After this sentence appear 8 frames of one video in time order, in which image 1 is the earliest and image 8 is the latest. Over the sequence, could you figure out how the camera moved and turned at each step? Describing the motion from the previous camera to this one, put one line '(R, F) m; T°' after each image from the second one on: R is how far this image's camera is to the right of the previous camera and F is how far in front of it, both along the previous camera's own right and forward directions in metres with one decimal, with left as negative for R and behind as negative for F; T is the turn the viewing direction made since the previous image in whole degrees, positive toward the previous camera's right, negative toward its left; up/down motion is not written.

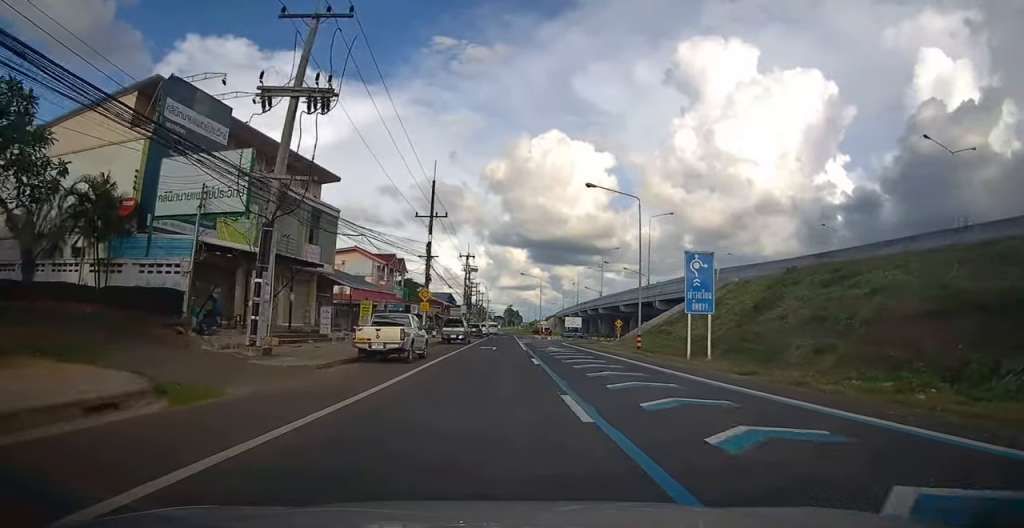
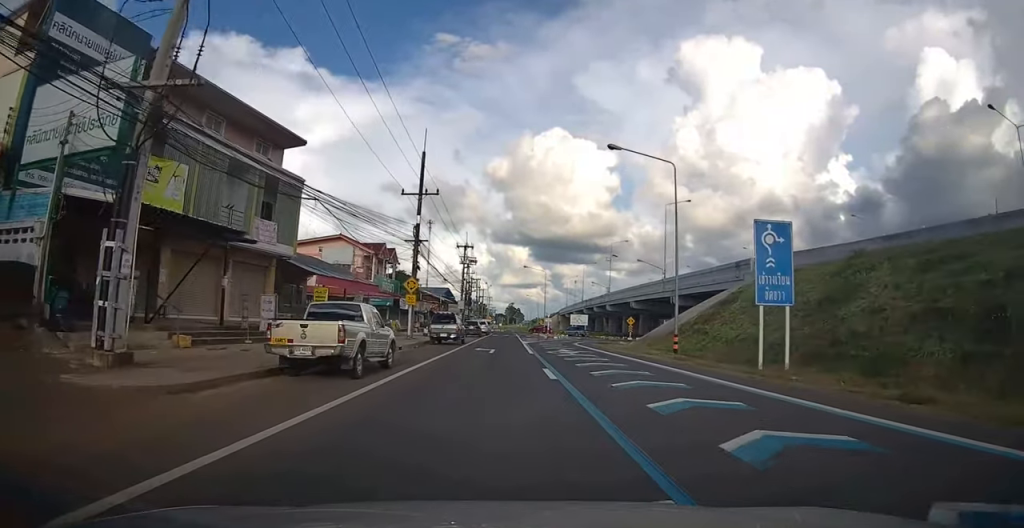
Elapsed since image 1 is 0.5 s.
(0.0, +7.1) m; 0°
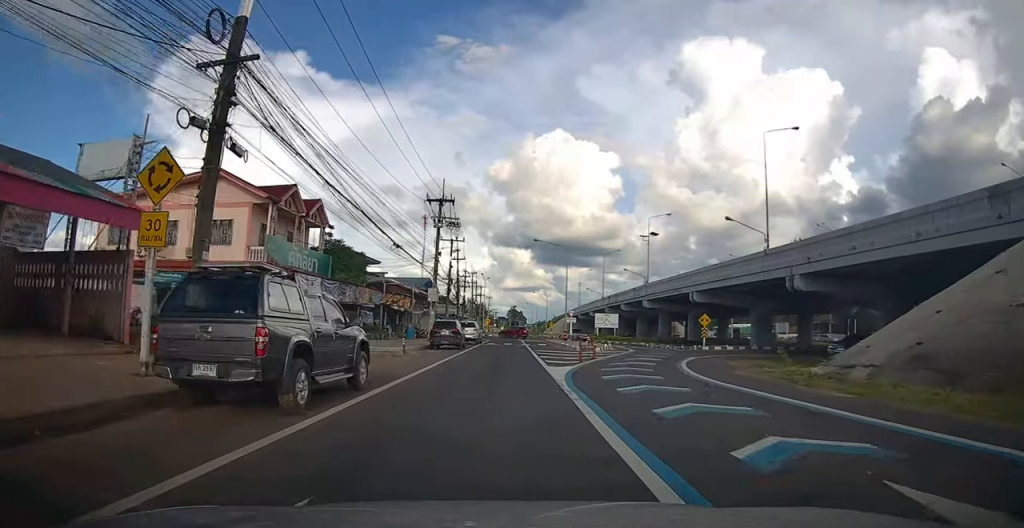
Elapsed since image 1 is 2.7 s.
(-0.1, +25.5) m; -1°
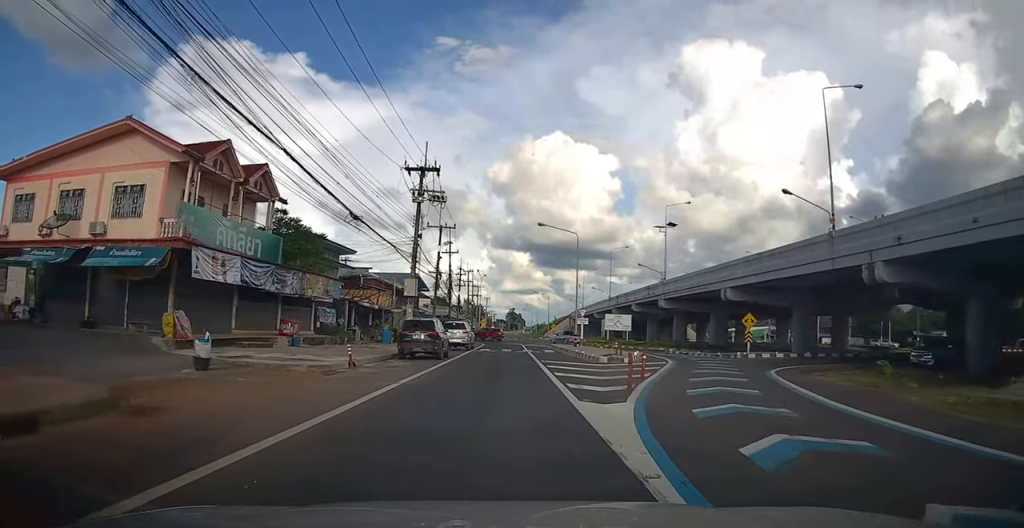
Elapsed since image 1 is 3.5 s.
(0.0, +8.3) m; 0°
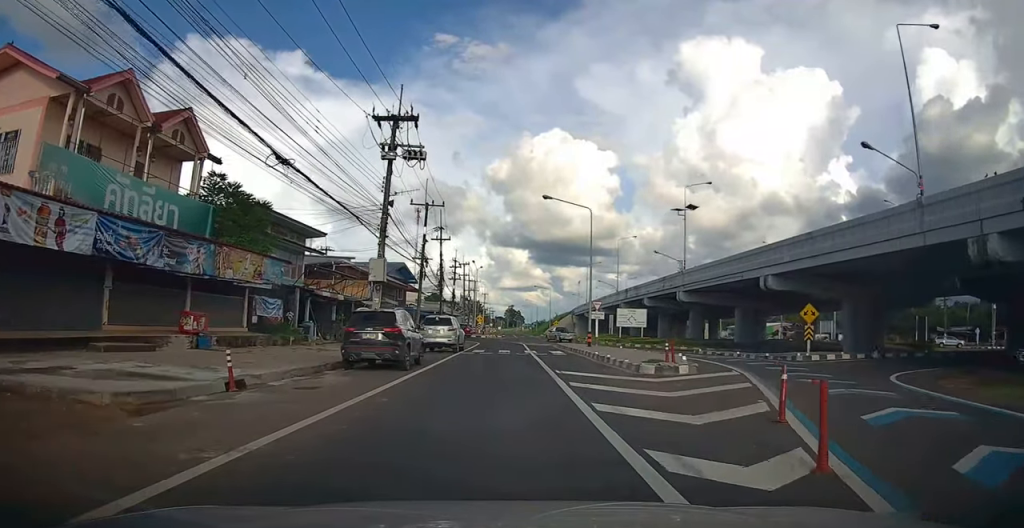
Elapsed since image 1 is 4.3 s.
(+0.1, +8.0) m; 0°
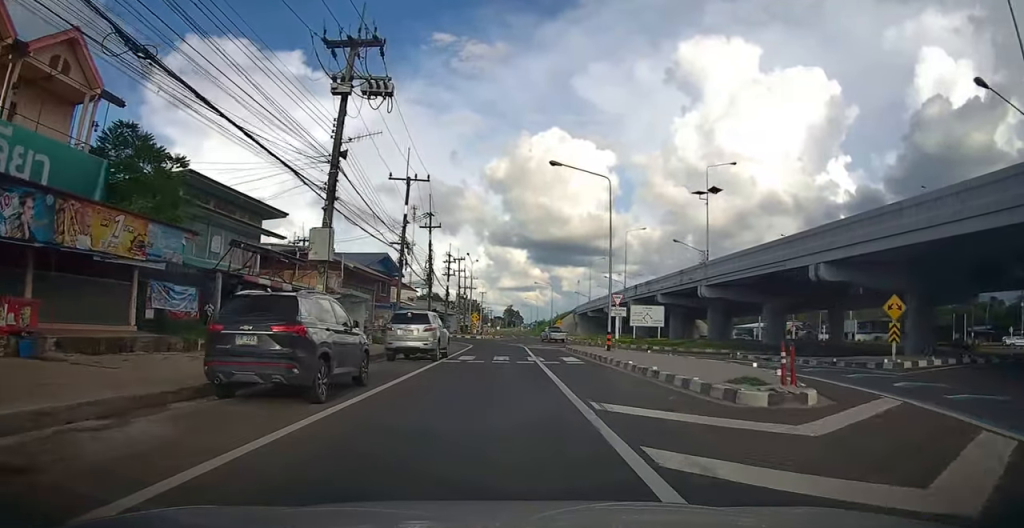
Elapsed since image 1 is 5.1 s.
(0.0, +8.0) m; 0°
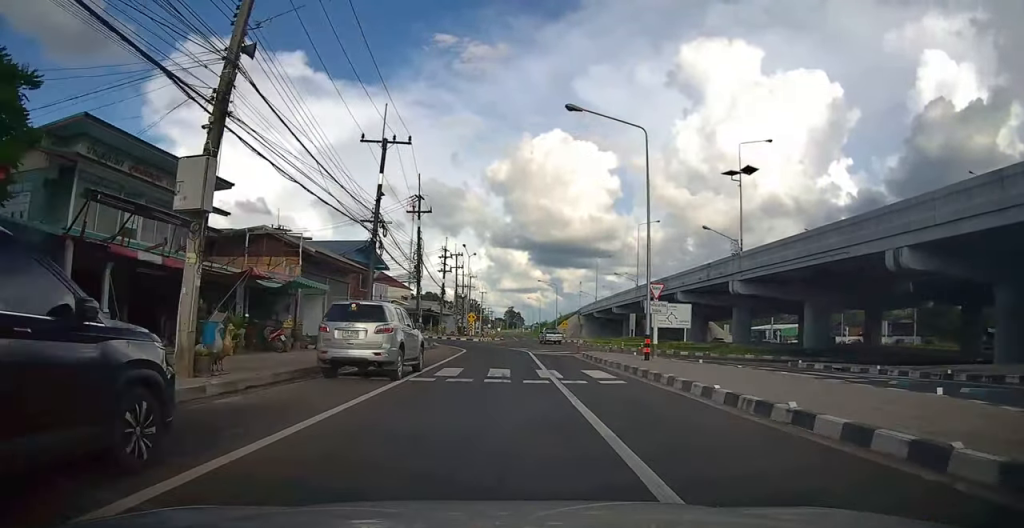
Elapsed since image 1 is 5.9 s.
(-0.1, +8.5) m; -1°
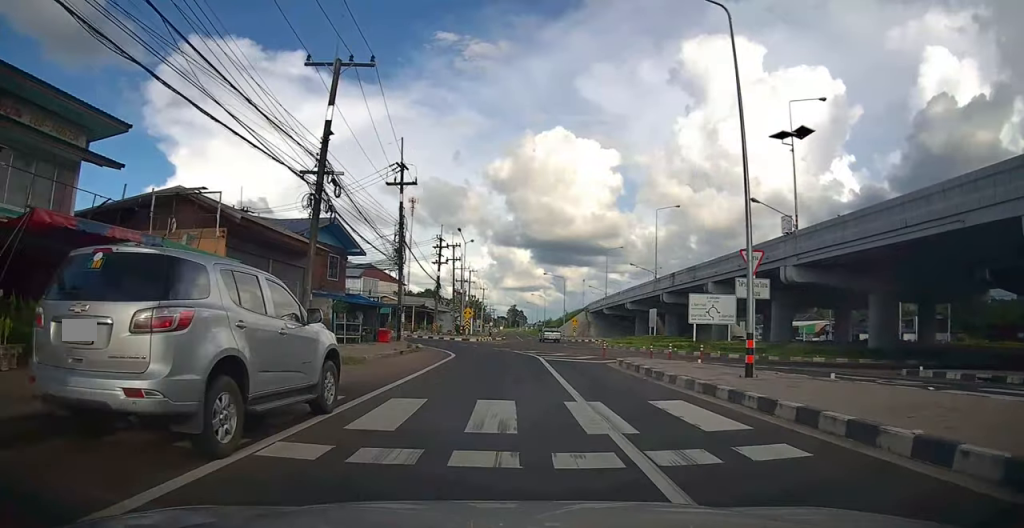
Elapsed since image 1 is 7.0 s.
(-0.1, +9.0) m; 0°
